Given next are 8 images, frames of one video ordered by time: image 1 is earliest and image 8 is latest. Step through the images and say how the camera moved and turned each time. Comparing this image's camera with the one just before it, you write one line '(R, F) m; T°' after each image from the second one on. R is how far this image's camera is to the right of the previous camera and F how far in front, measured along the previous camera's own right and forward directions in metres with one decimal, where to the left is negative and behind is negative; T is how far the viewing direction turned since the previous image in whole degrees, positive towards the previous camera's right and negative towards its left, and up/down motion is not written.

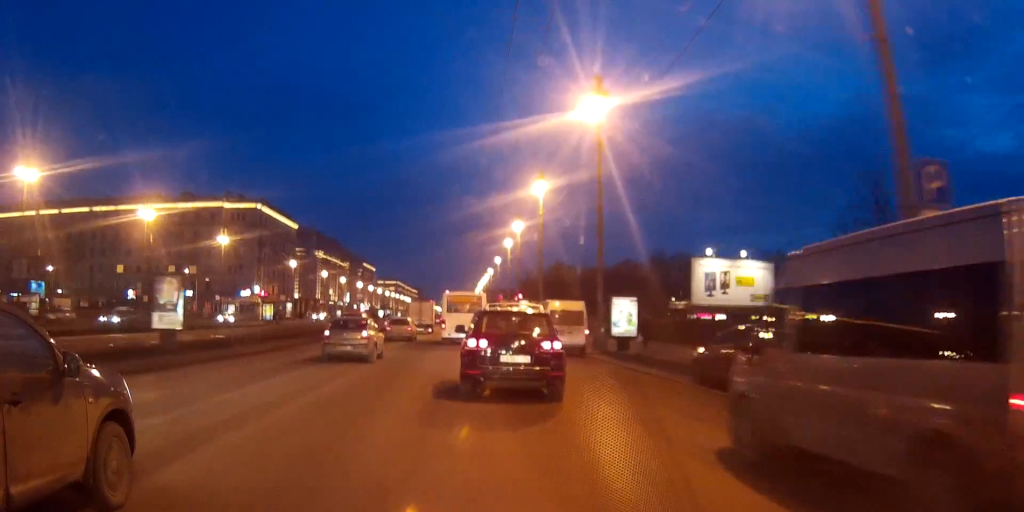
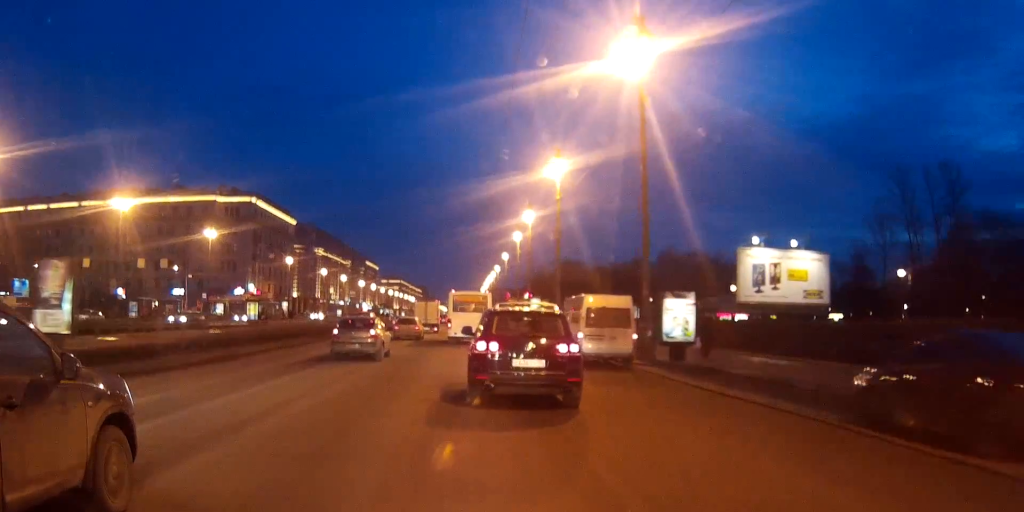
(0.0, +7.8) m; 0°
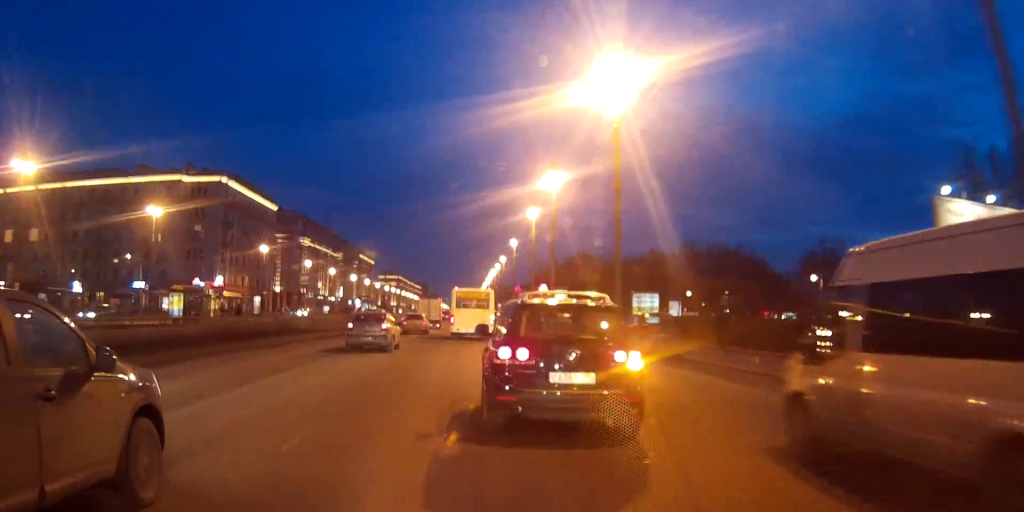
(+0.1, +20.5) m; 0°
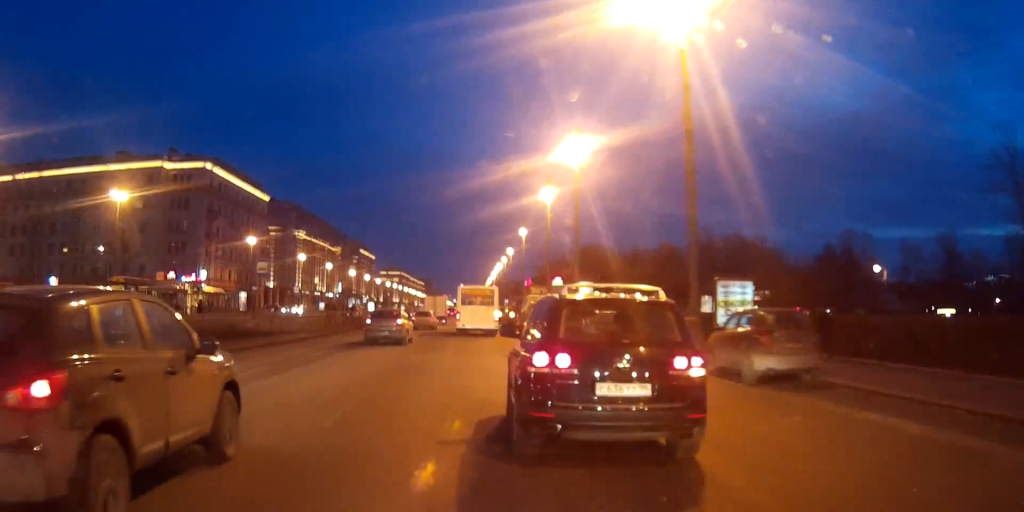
(0.0, +10.8) m; 0°
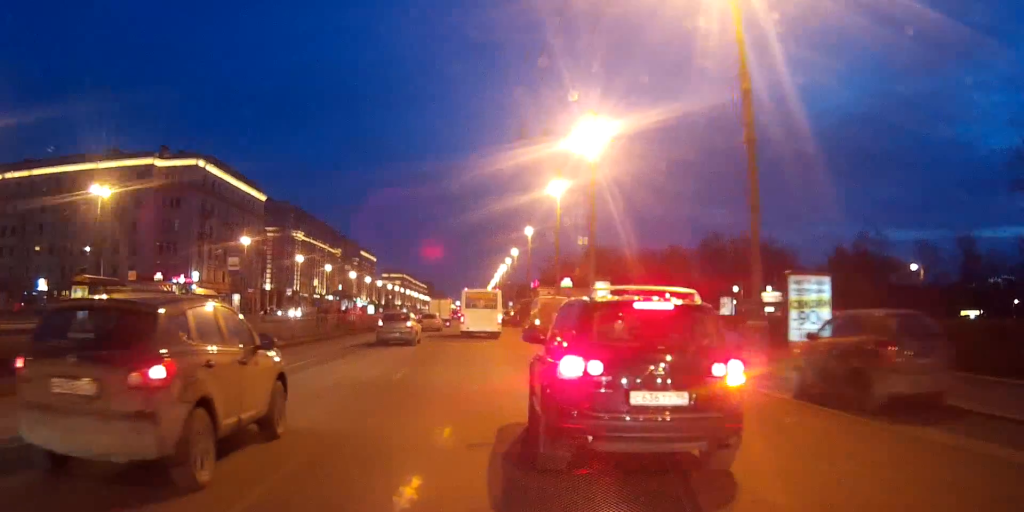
(0.0, +5.3) m; 0°
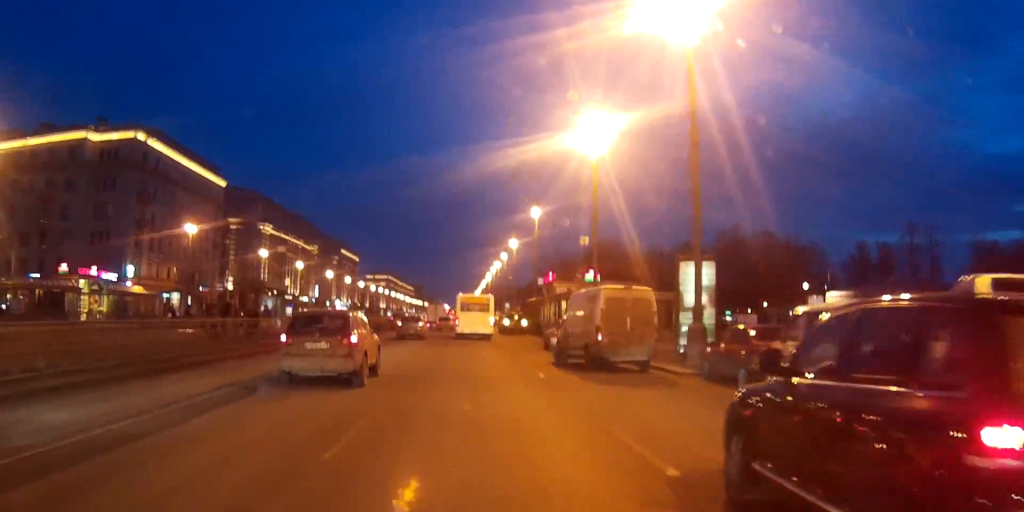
(+0.1, +21.7) m; +1°
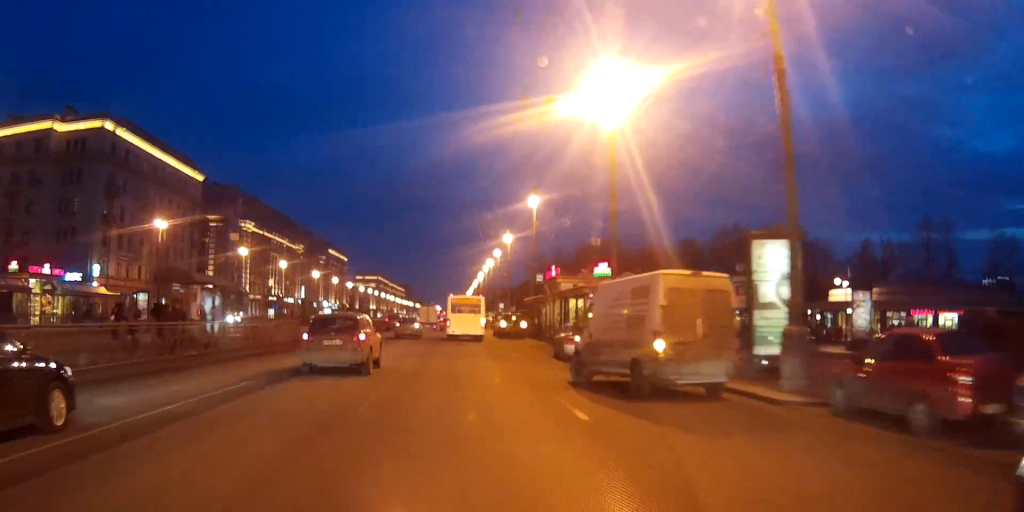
(+0.1, +7.8) m; 0°
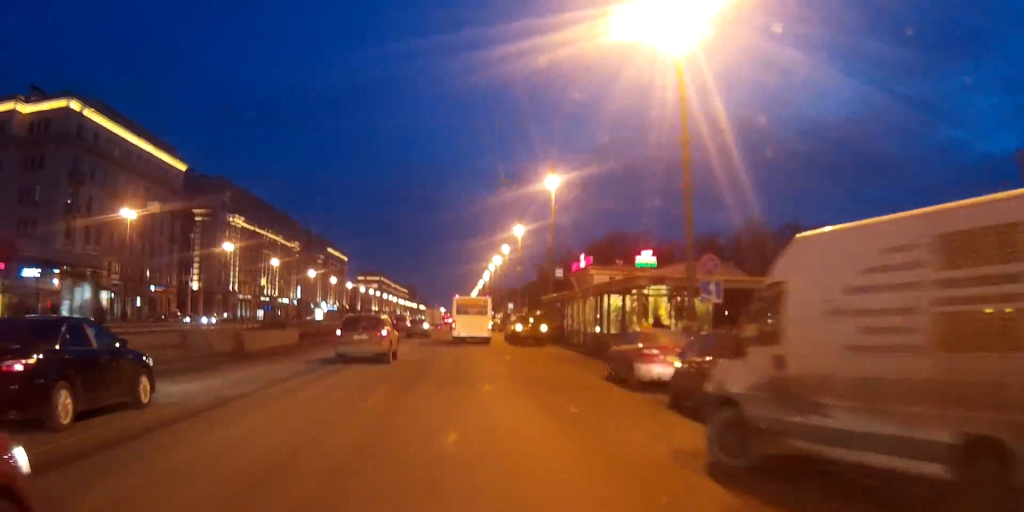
(-0.1, +11.1) m; 0°
